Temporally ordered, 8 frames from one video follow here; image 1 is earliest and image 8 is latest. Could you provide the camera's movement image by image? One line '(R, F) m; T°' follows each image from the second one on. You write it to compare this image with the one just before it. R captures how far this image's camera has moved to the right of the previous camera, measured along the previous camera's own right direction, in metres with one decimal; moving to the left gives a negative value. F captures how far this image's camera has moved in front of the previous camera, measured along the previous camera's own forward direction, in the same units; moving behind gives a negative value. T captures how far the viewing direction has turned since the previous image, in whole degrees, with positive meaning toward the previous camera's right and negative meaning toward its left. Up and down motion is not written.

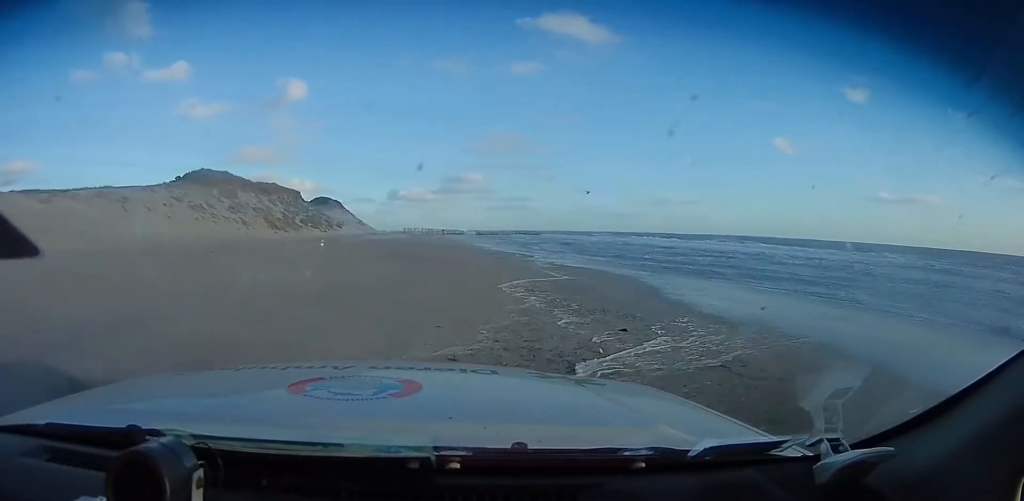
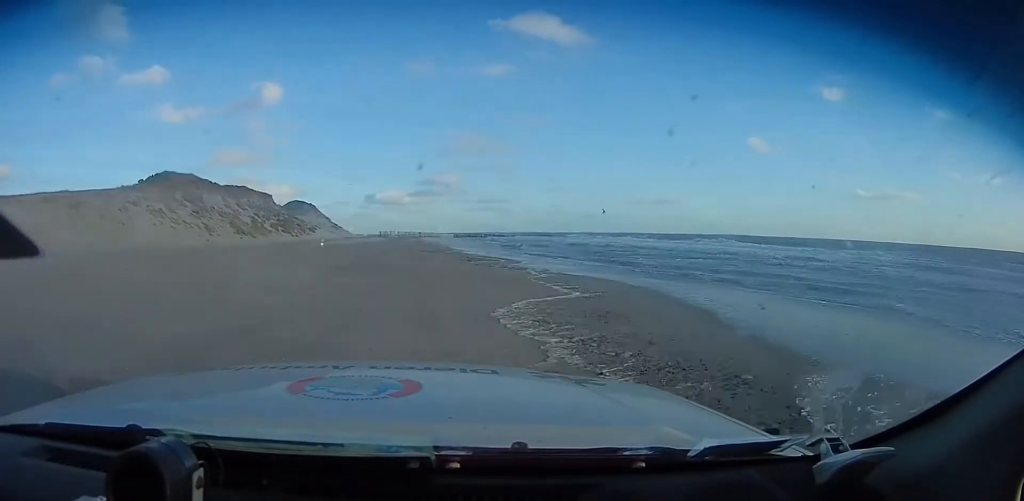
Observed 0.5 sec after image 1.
(0.0, +4.8) m; 0°
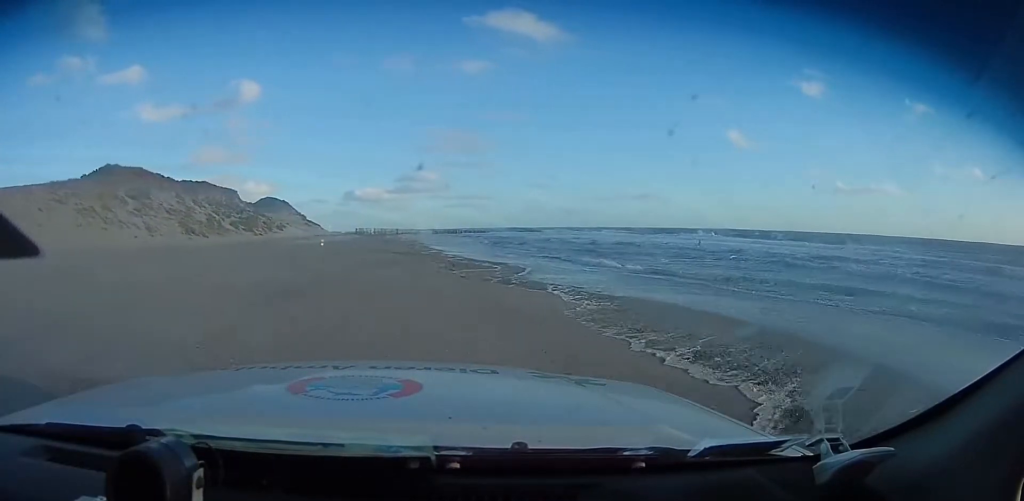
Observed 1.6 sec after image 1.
(0.0, +9.7) m; 0°
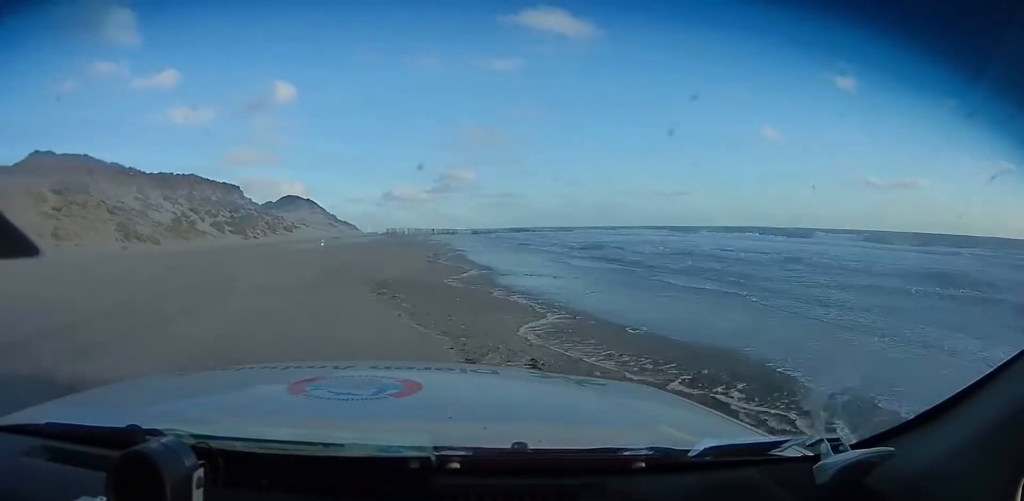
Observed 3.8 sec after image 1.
(0.0, +20.3) m; -2°
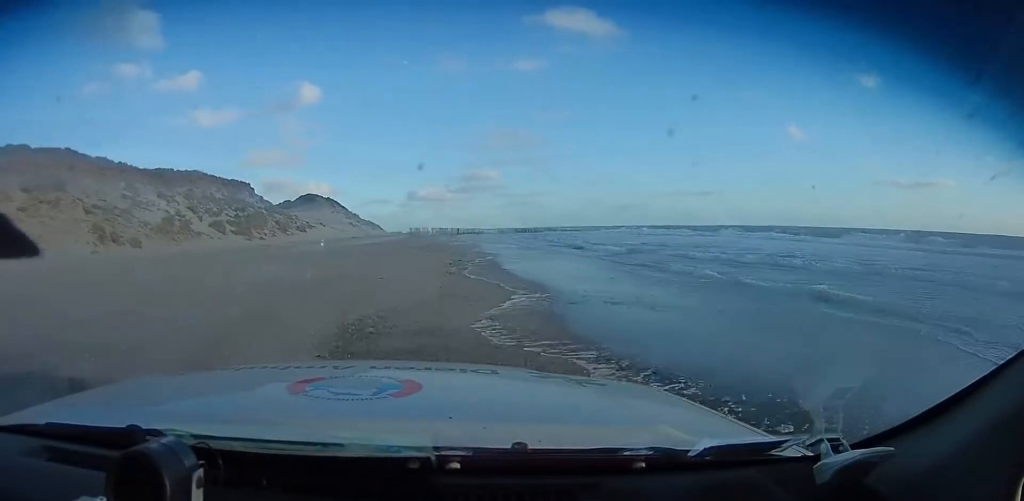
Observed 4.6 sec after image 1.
(-0.1, +7.1) m; -4°
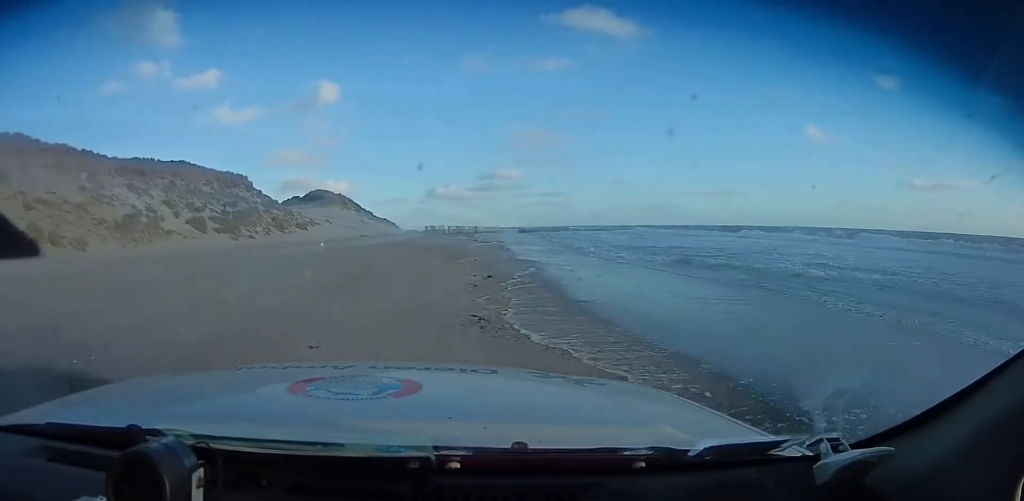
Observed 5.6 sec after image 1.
(-0.6, +9.3) m; -1°
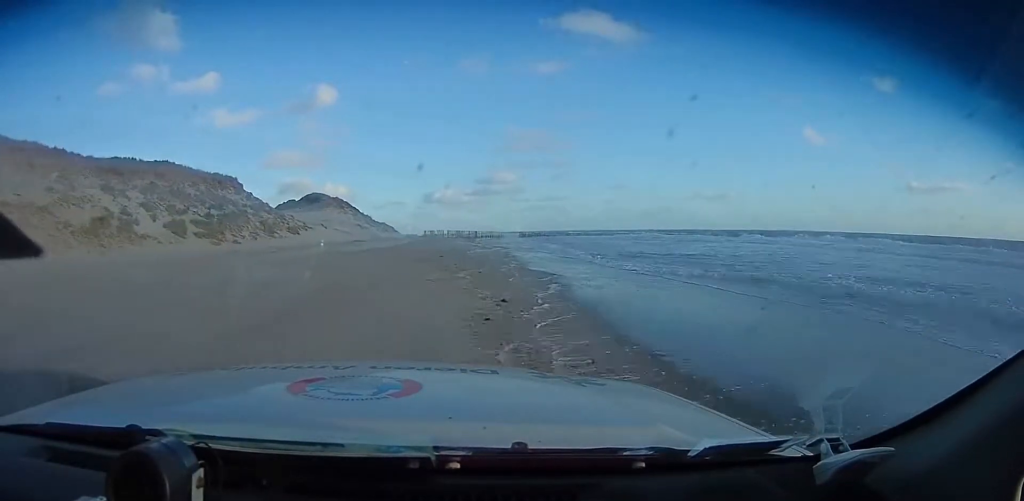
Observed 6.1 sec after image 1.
(+0.3, +4.0) m; 0°
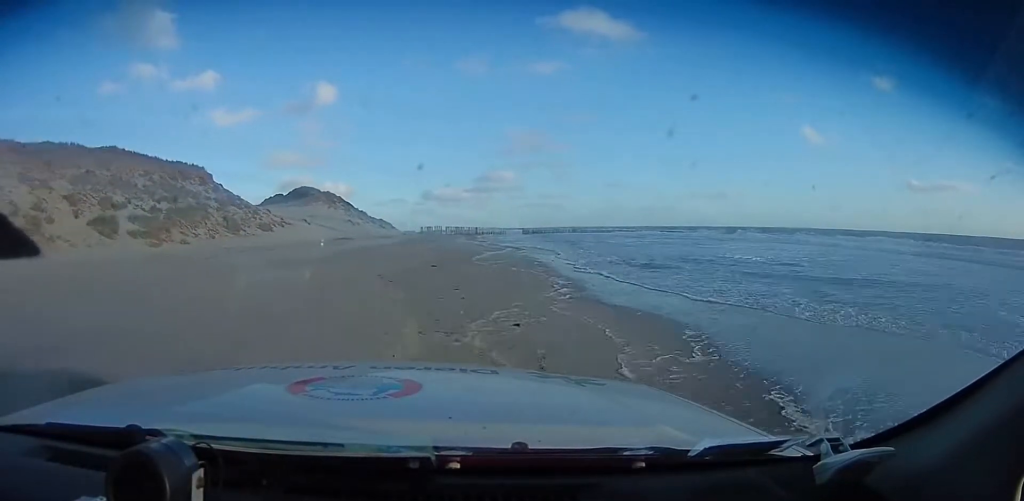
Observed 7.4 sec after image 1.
(-0.4, +11.3) m; +2°
